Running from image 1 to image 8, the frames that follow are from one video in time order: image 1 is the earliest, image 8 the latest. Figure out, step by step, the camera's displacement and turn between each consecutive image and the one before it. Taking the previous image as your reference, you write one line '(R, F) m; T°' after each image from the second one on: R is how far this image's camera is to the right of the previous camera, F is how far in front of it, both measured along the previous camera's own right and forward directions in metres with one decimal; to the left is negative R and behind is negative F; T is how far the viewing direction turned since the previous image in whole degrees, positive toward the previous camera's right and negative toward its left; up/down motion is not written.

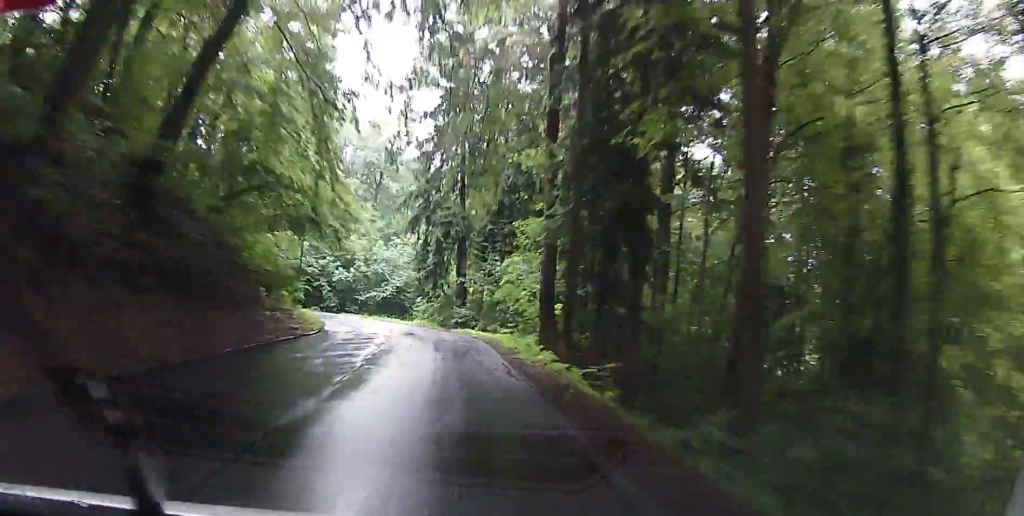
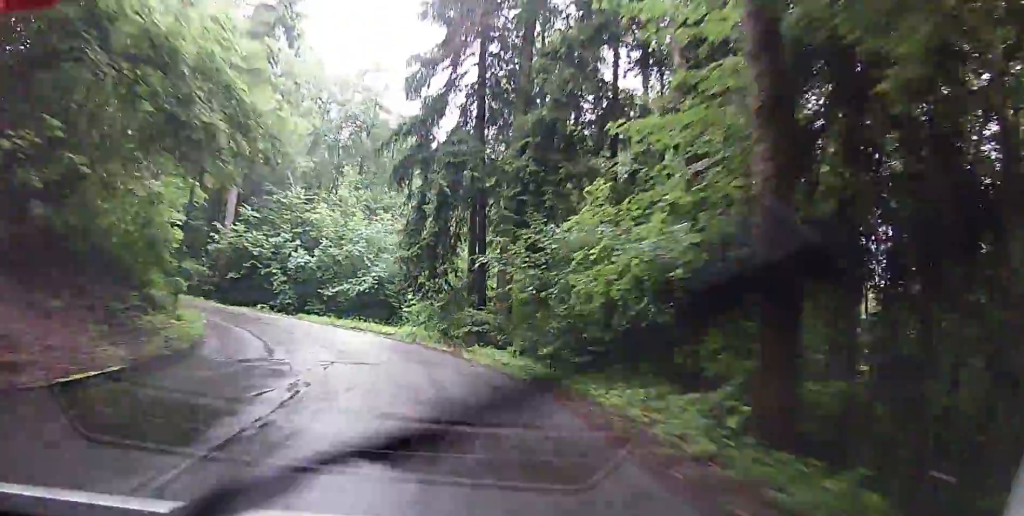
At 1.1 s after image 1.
(-0.2, +17.4) m; -2°
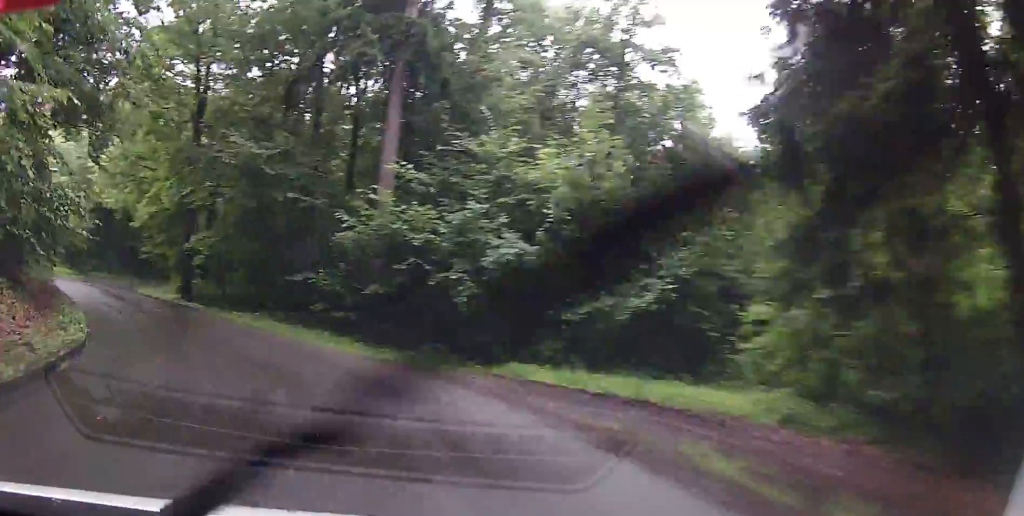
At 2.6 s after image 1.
(-1.0, +23.9) m; -6°
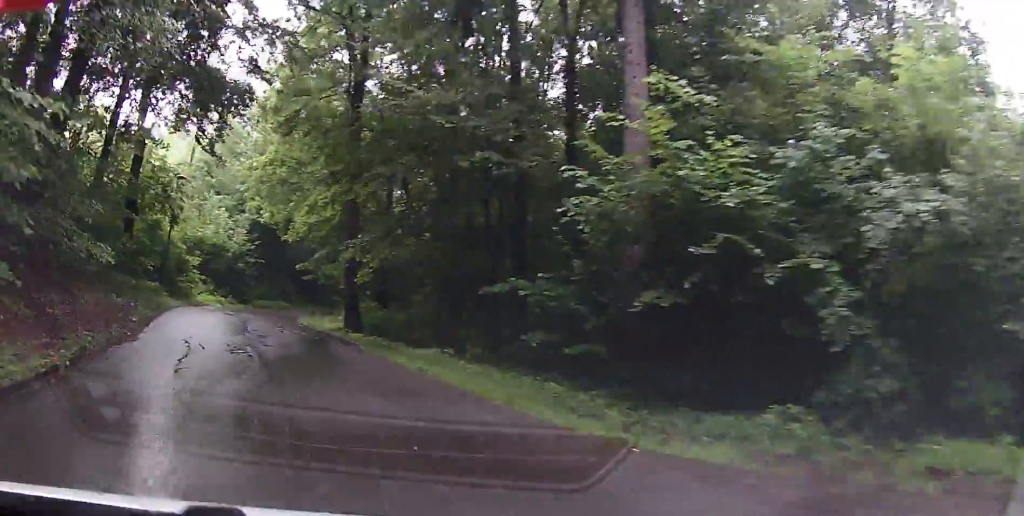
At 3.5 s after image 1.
(-0.3, +12.3) m; -5°
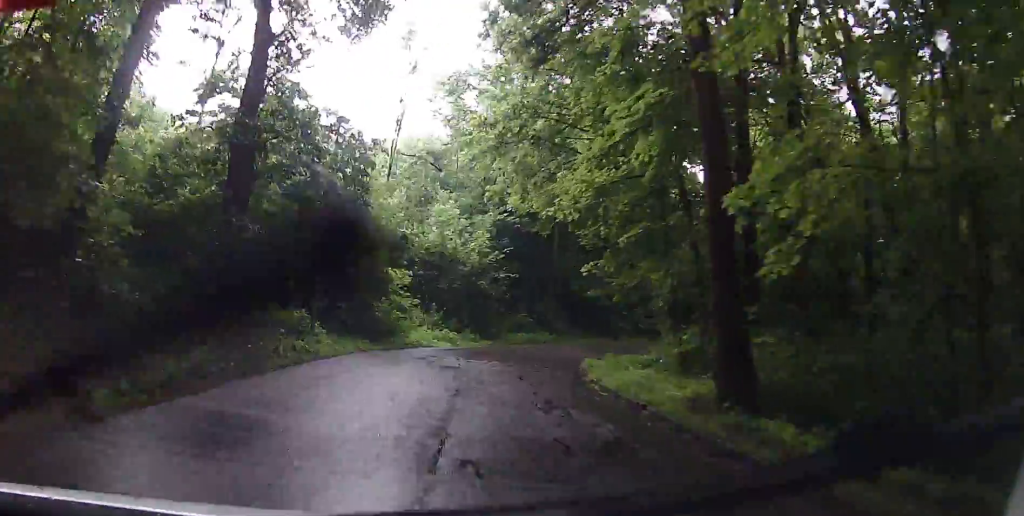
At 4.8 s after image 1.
(-1.5, +19.6) m; -10°
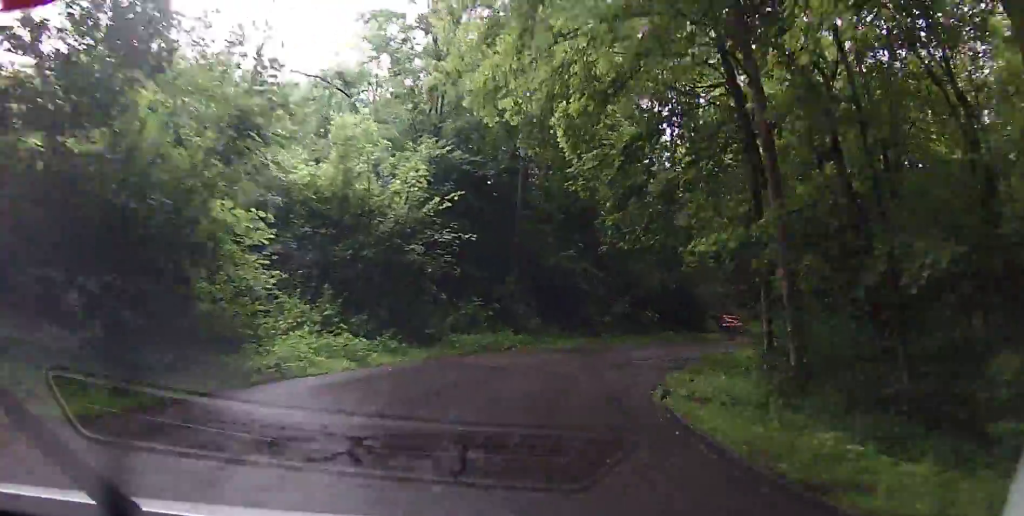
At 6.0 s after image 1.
(-1.4, +15.0) m; -9°
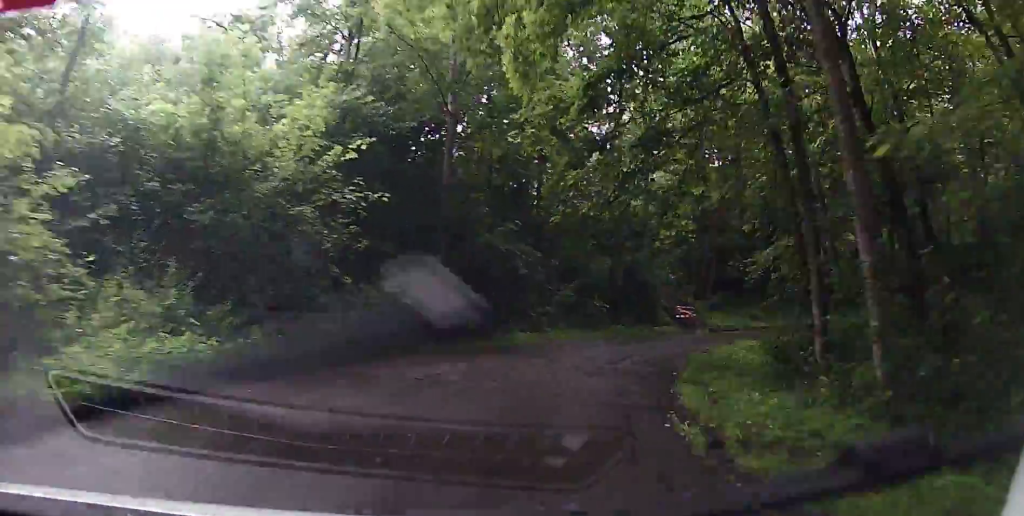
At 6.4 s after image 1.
(-0.2, +5.5) m; -2°
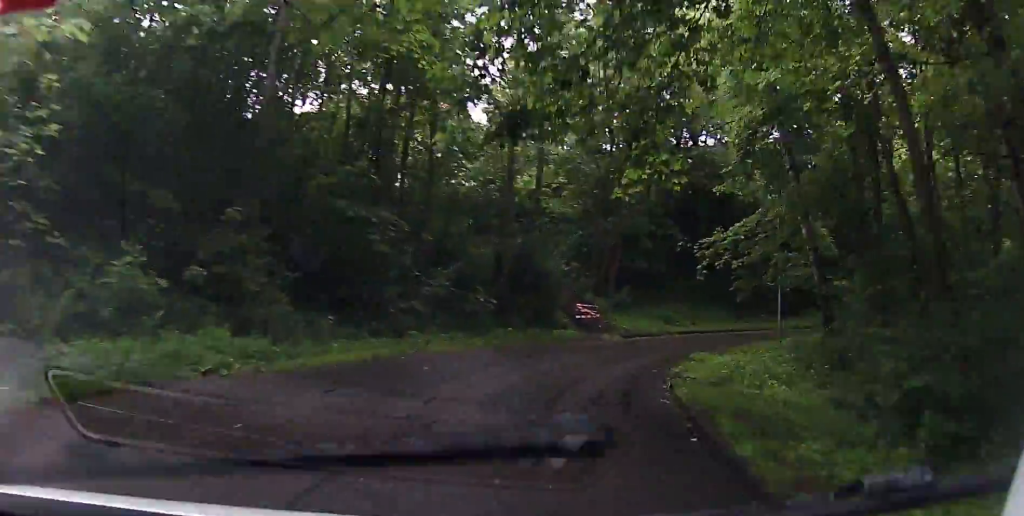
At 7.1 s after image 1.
(-0.2, +8.2) m; +1°
